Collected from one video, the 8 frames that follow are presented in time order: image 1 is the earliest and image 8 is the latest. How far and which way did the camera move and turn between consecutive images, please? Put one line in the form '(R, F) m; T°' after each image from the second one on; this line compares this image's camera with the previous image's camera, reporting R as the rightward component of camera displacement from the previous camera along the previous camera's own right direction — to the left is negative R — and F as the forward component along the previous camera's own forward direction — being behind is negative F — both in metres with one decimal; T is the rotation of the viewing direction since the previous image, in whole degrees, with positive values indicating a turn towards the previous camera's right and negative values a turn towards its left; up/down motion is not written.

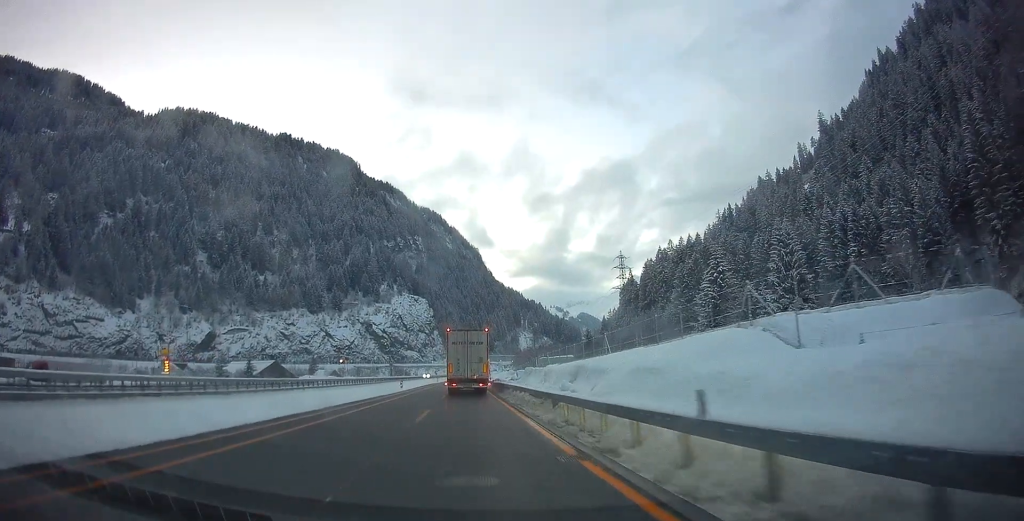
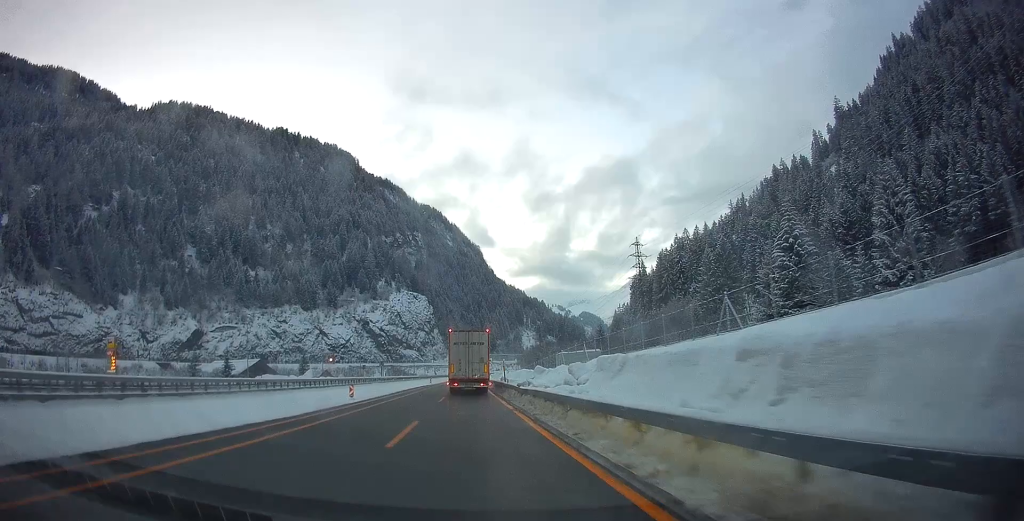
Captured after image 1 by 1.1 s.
(-0.2, +22.5) m; 0°
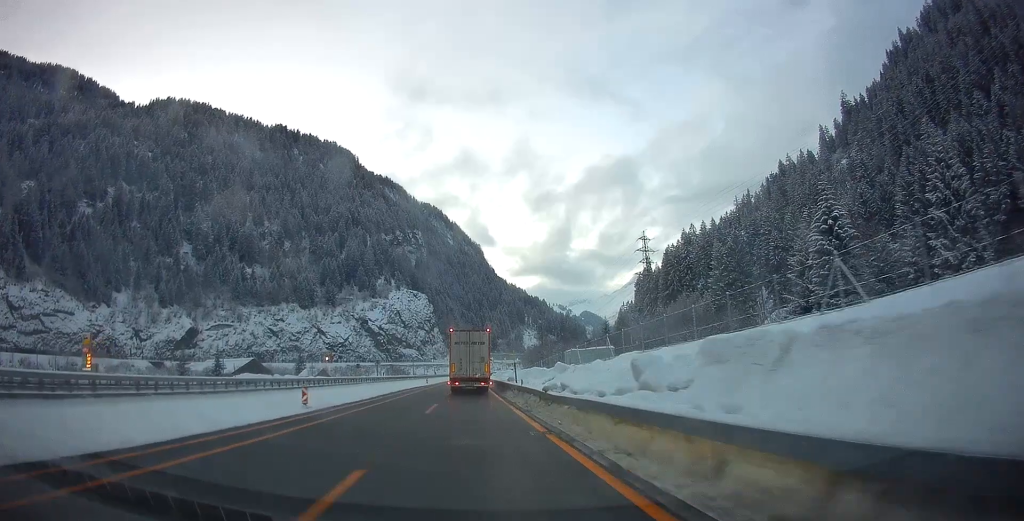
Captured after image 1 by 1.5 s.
(0.0, +8.2) m; 0°
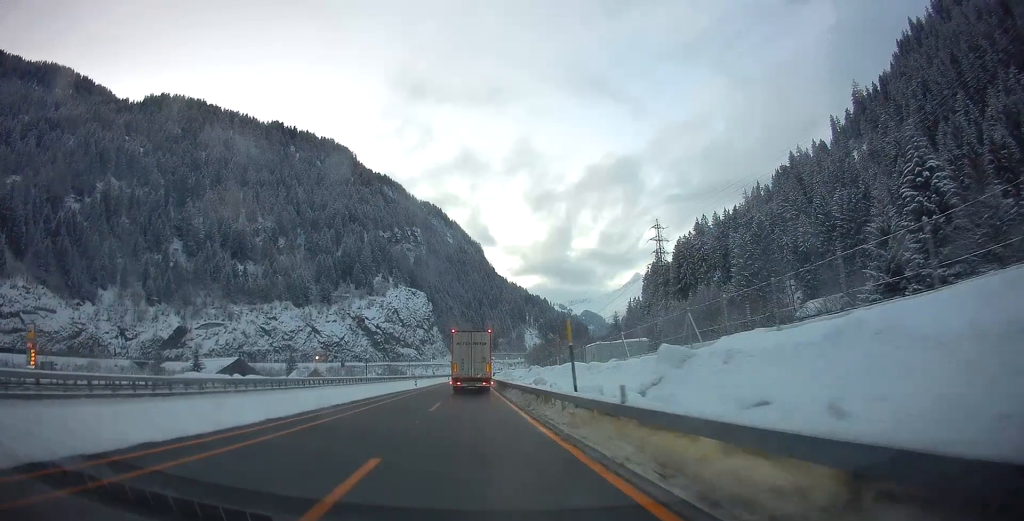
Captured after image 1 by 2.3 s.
(+0.4, +16.3) m; 0°
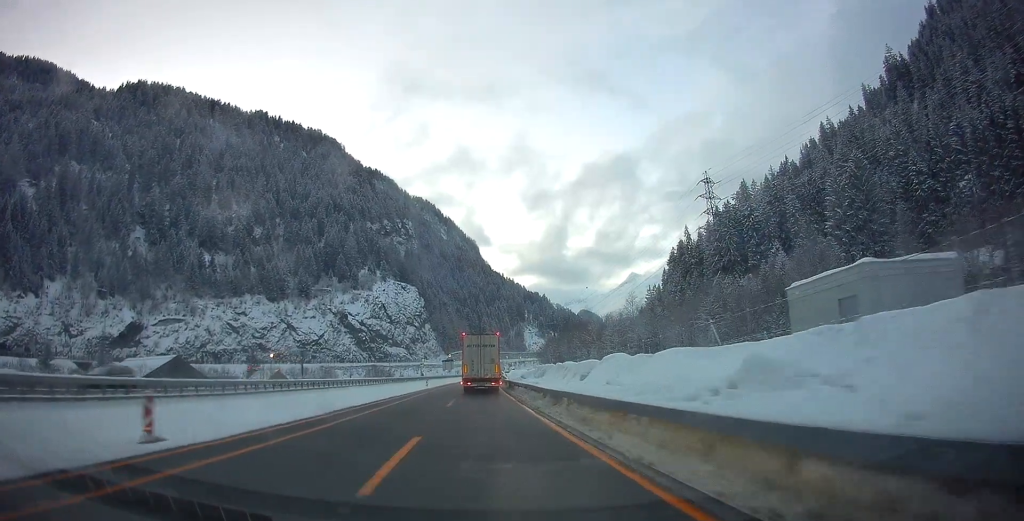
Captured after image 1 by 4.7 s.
(+0.2, +48.8) m; +1°
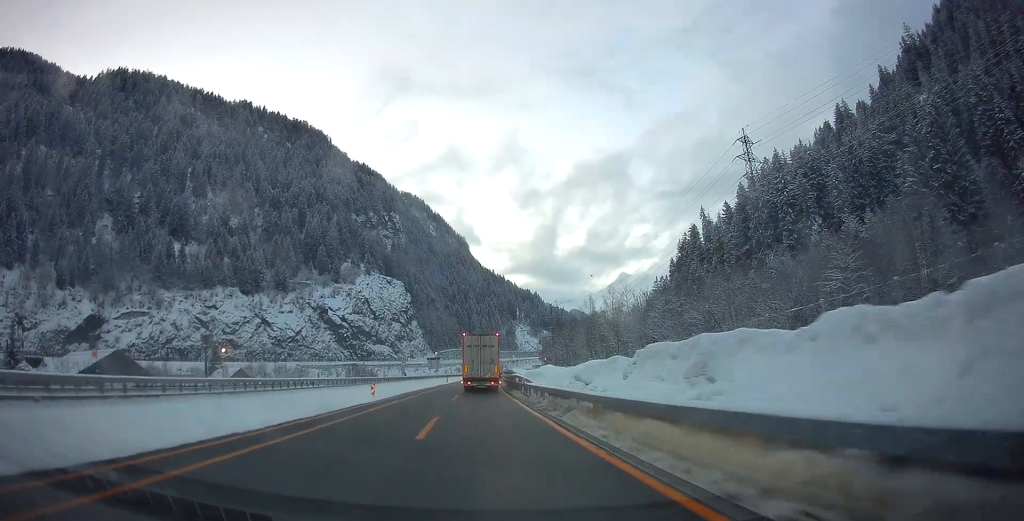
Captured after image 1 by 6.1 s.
(0.0, +29.2) m; +1°
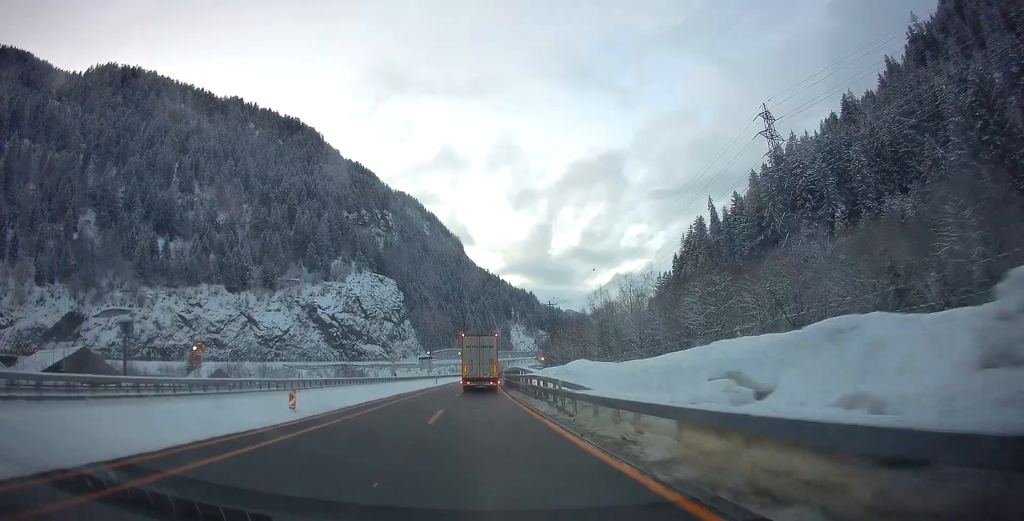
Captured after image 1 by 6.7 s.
(+0.1, +13.9) m; +1°
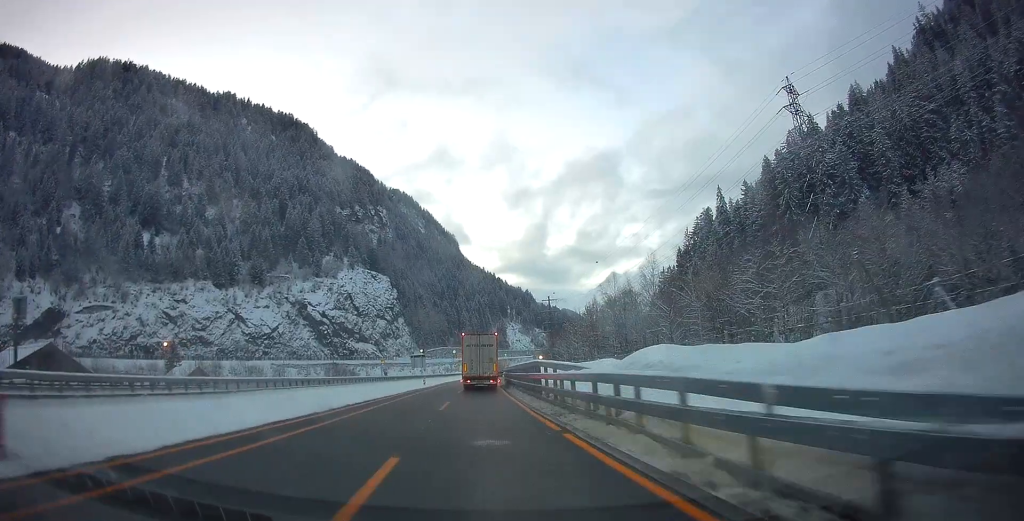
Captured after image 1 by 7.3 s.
(+0.2, +12.6) m; +1°
